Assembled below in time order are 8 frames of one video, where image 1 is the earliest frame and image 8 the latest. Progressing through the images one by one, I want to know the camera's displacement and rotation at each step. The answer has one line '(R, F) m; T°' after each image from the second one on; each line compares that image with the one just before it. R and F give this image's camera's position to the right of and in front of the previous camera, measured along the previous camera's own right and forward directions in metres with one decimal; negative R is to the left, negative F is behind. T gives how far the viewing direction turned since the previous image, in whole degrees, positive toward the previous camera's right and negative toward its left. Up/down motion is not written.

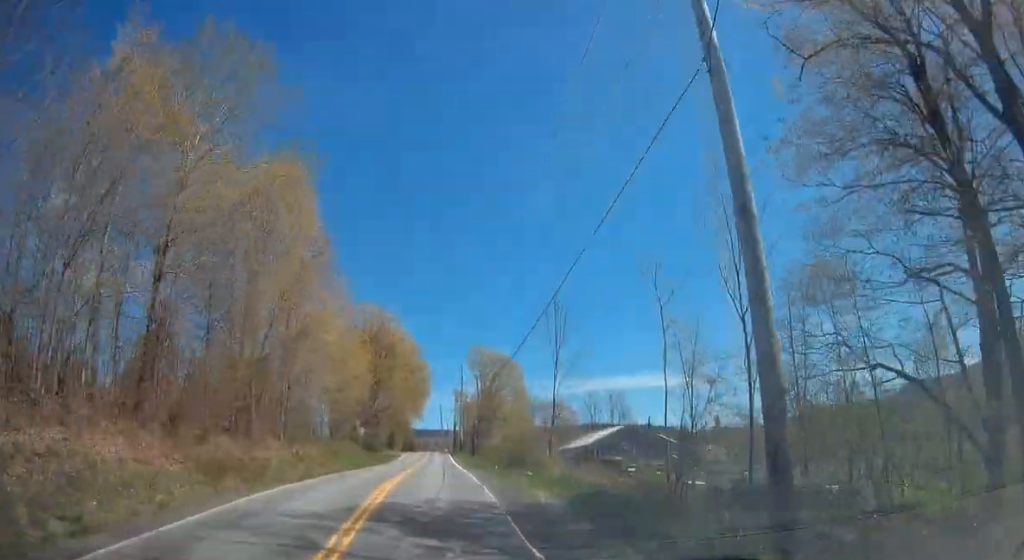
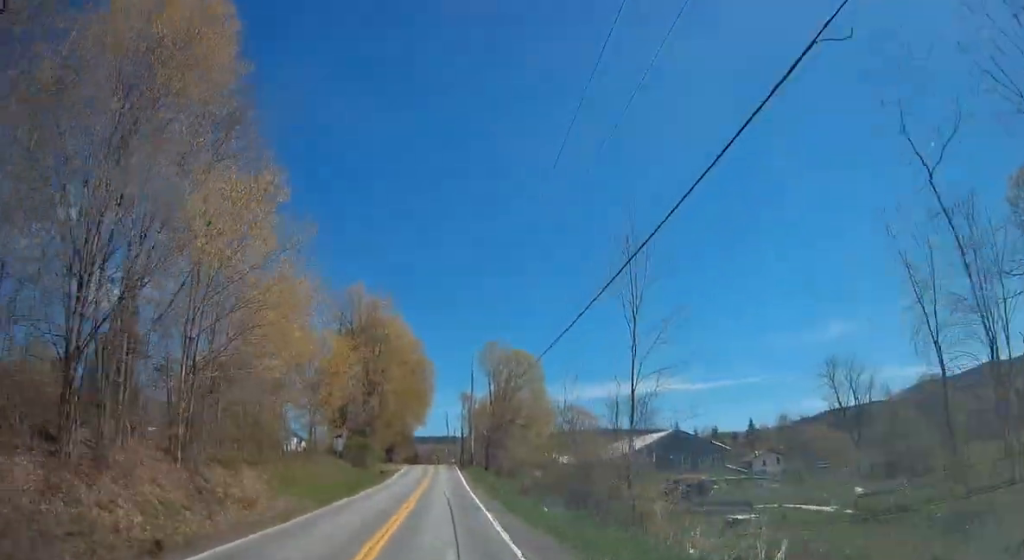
(+0.2, +15.0) m; 0°
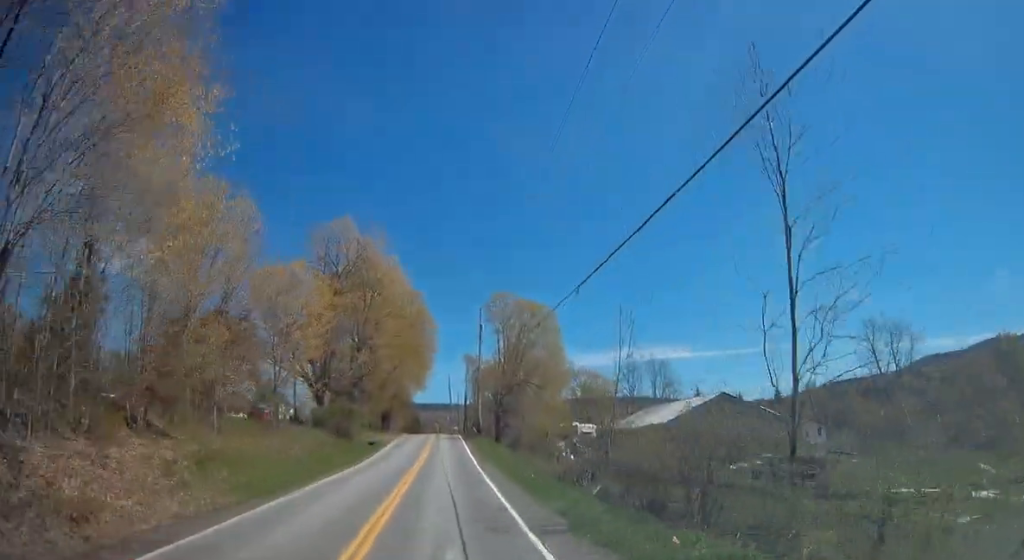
(-0.1, +11.3) m; -1°
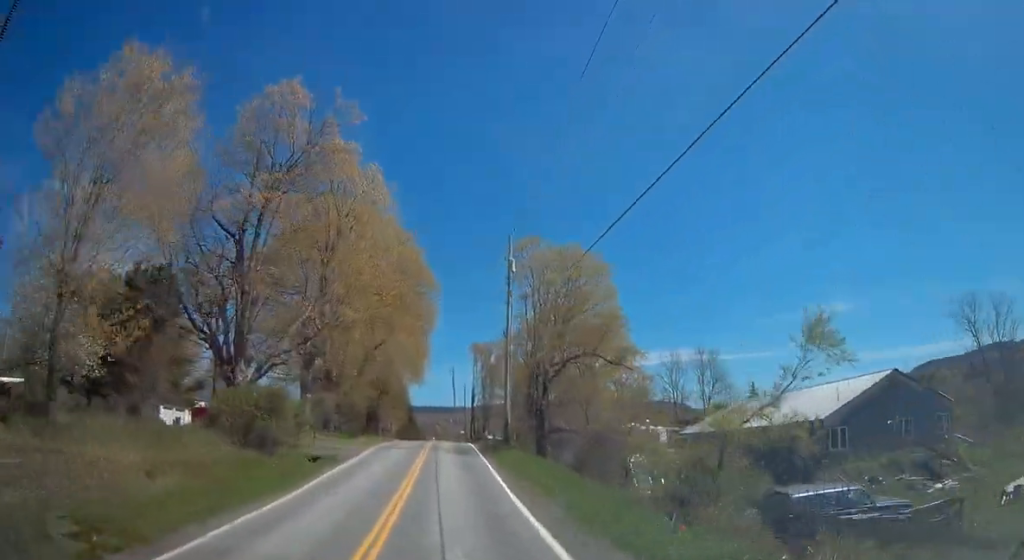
(-0.3, +23.8) m; -1°
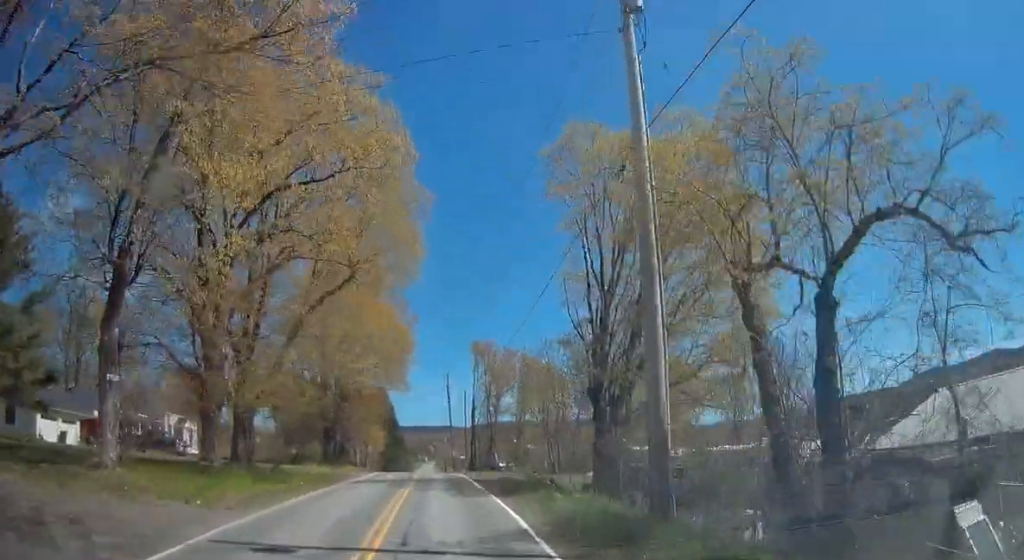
(+0.1, +24.7) m; 0°
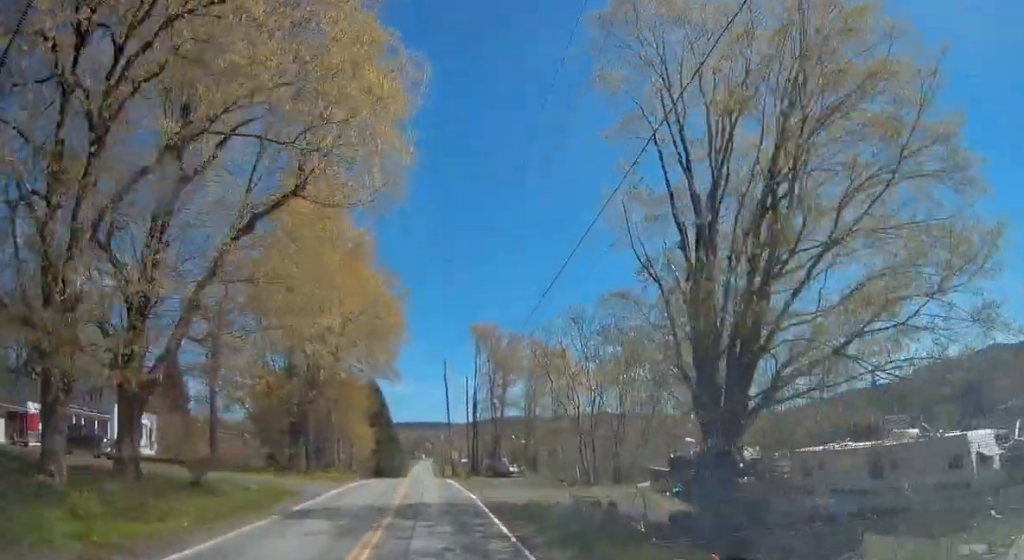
(0.0, +11.4) m; 0°
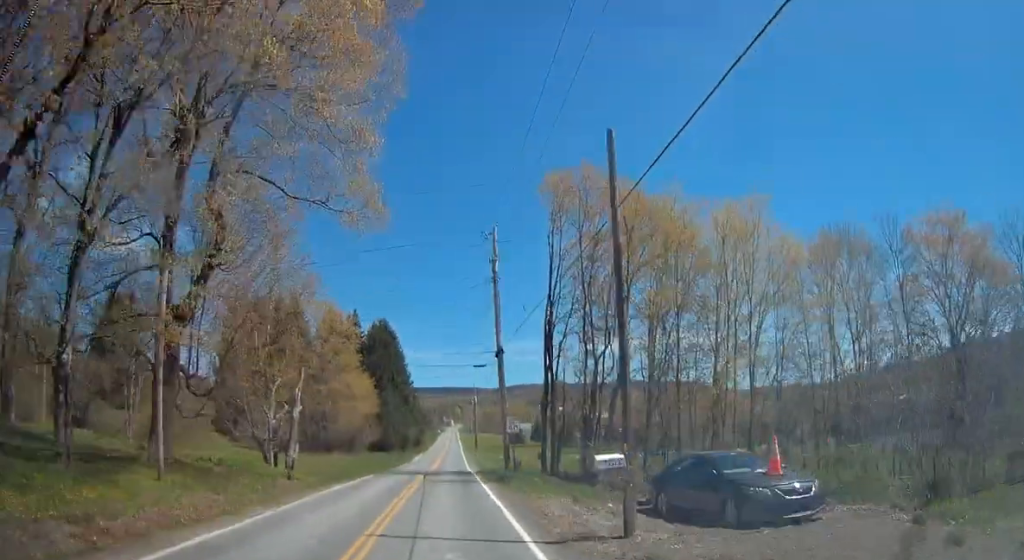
(-0.1, +36.4) m; -2°
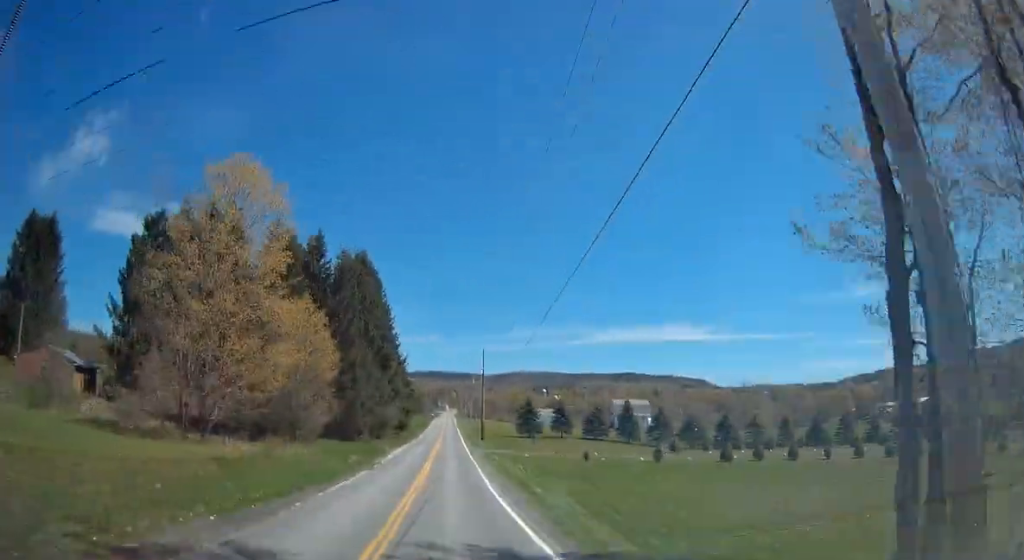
(-1.0, +29.6) m; -1°
